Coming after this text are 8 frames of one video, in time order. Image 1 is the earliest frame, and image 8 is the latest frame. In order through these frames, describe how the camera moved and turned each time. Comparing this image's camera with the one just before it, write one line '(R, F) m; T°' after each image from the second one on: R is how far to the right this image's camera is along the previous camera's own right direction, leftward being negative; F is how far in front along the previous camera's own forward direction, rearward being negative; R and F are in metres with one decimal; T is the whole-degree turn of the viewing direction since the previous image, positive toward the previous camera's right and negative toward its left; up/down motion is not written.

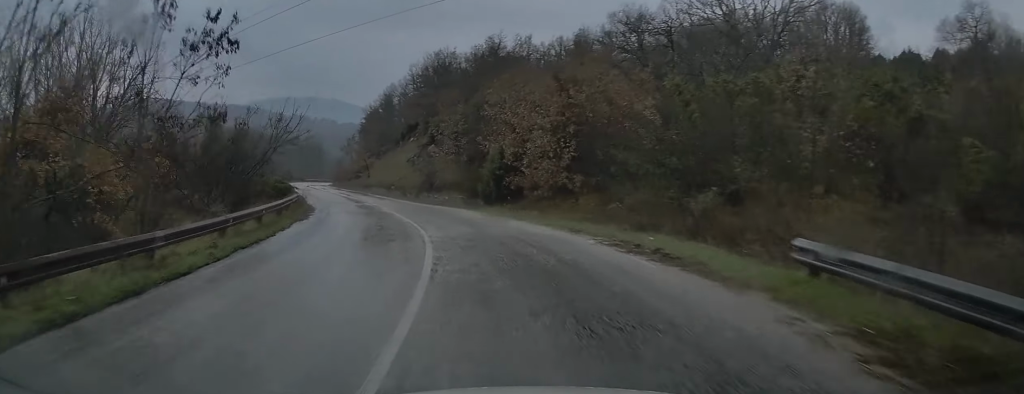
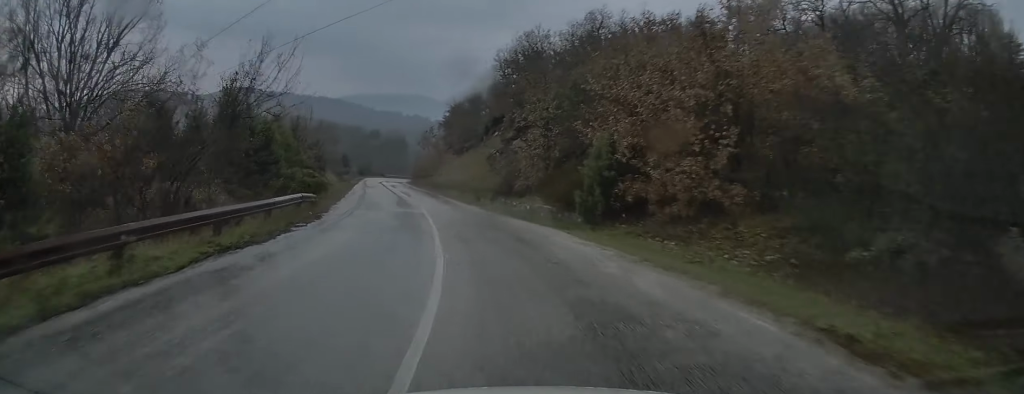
(-0.1, +10.2) m; -5°
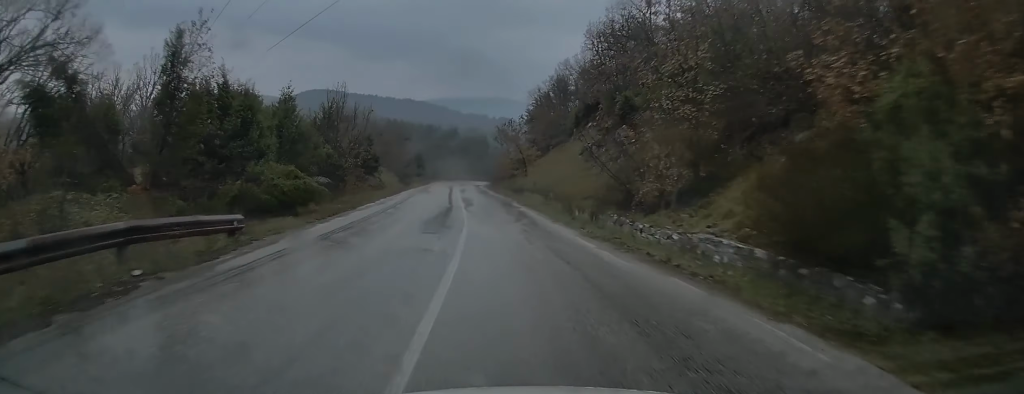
(-1.0, +13.1) m; -9°
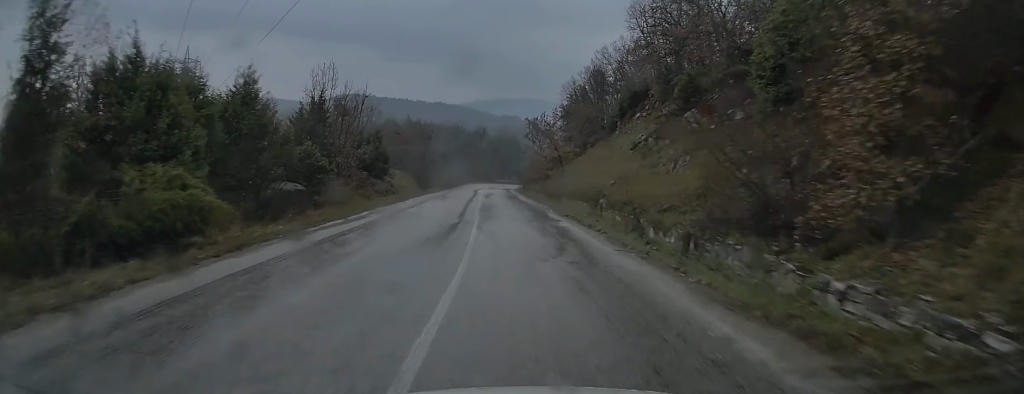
(-0.6, +8.4) m; -4°
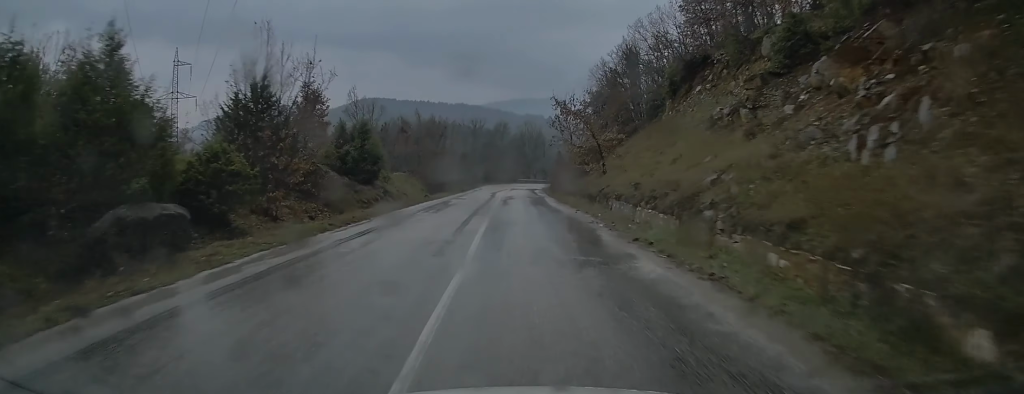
(-0.4, +10.5) m; -4°
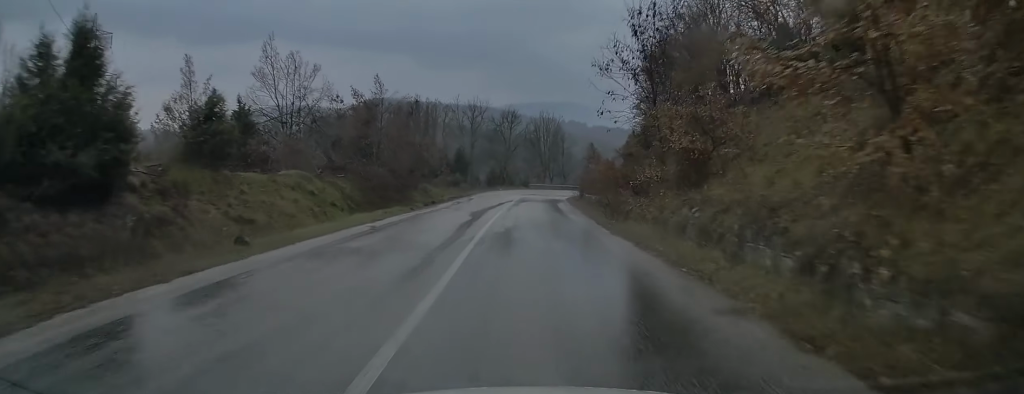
(-1.1, +26.5) m; -3°
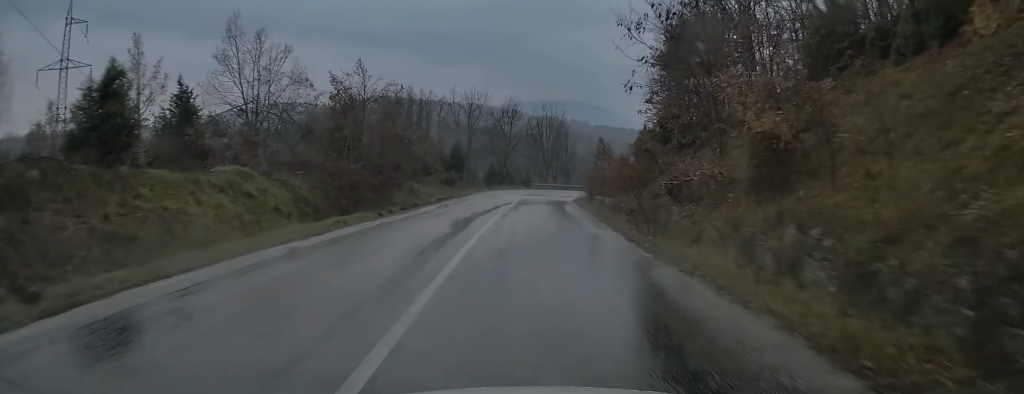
(0.0, +5.9) m; 0°
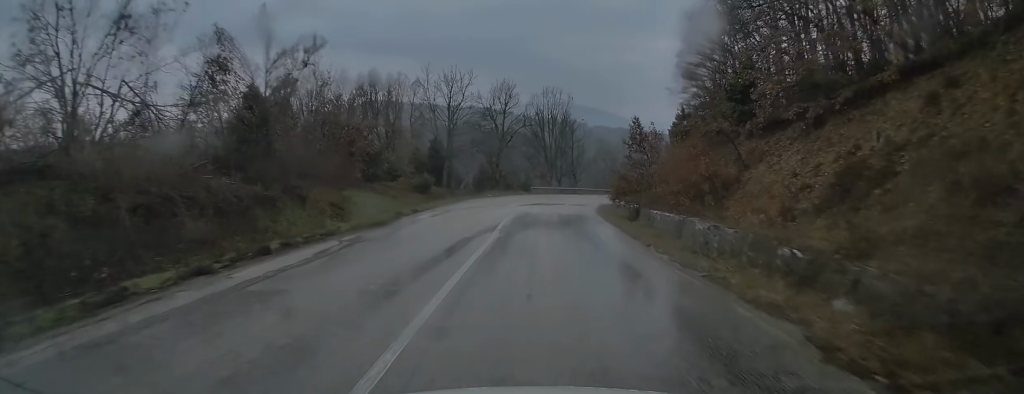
(0.0, +16.1) m; +1°
